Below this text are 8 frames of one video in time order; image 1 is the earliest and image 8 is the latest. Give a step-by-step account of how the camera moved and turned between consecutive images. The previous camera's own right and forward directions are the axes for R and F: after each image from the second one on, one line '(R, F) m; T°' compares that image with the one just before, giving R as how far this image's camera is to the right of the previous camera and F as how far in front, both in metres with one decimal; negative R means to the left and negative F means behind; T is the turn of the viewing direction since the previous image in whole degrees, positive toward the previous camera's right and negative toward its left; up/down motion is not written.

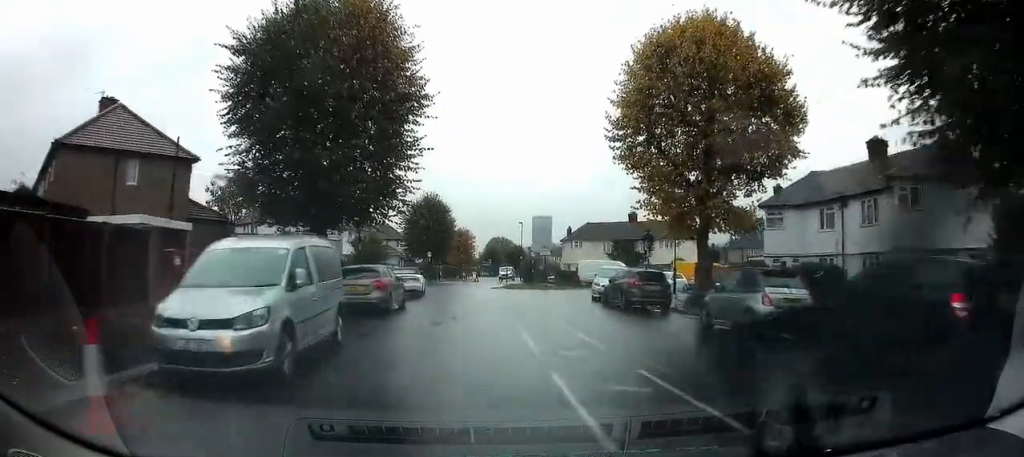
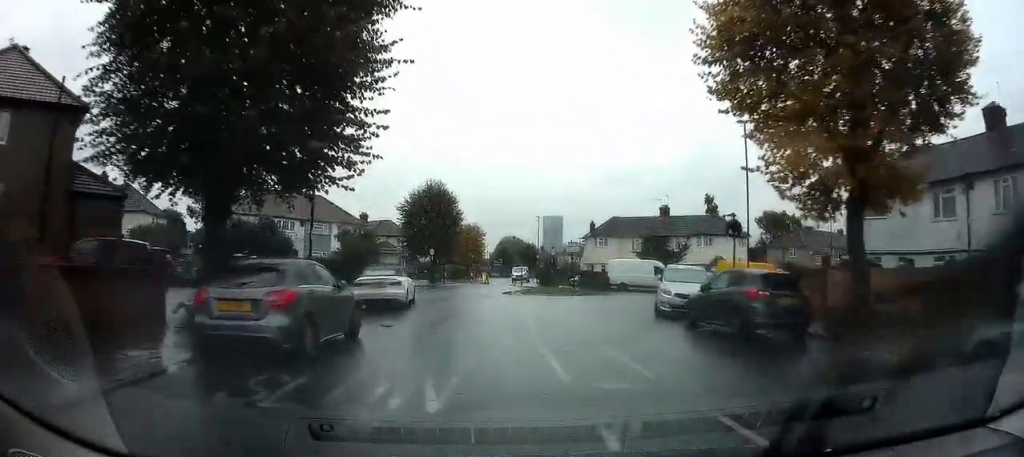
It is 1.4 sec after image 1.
(+0.2, +8.9) m; +5°
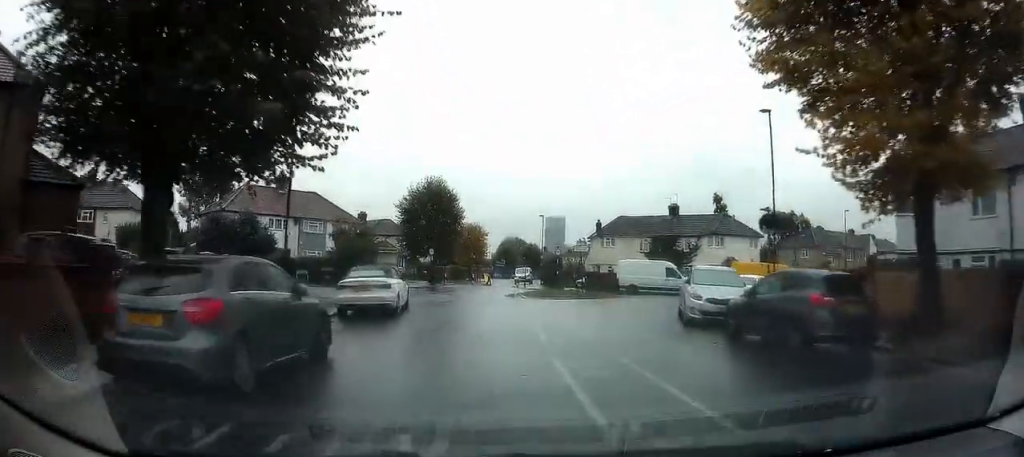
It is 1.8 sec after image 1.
(+0.2, +2.4) m; 0°
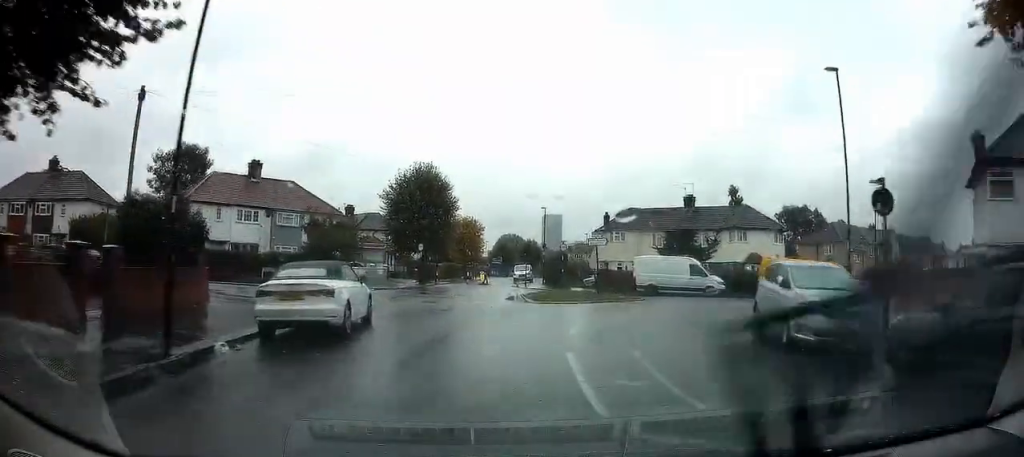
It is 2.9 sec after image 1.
(-0.1, +5.9) m; -7°
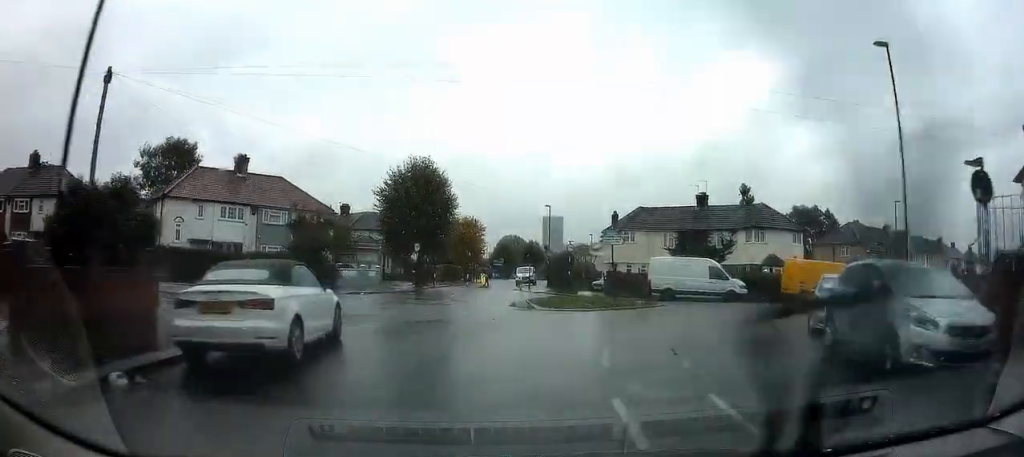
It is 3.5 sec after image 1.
(-0.2, +3.3) m; -4°
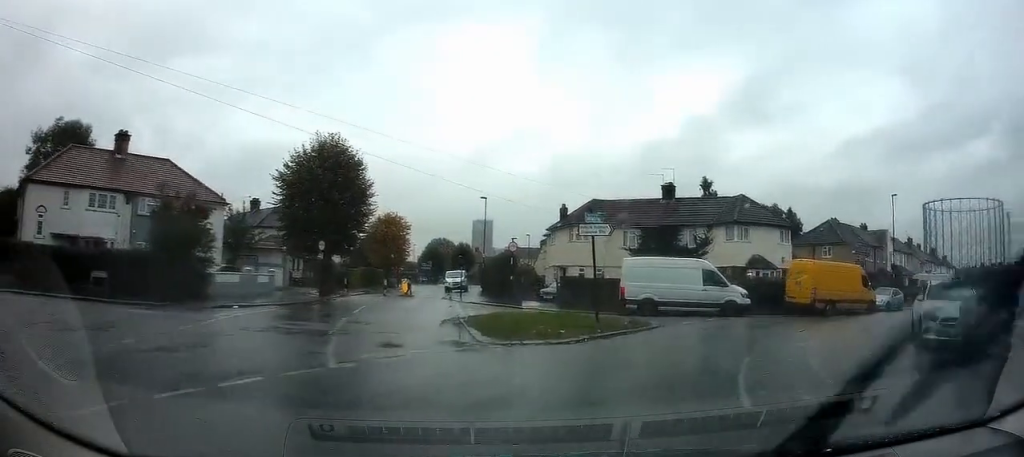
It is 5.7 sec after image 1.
(+0.3, +9.0) m; +12°
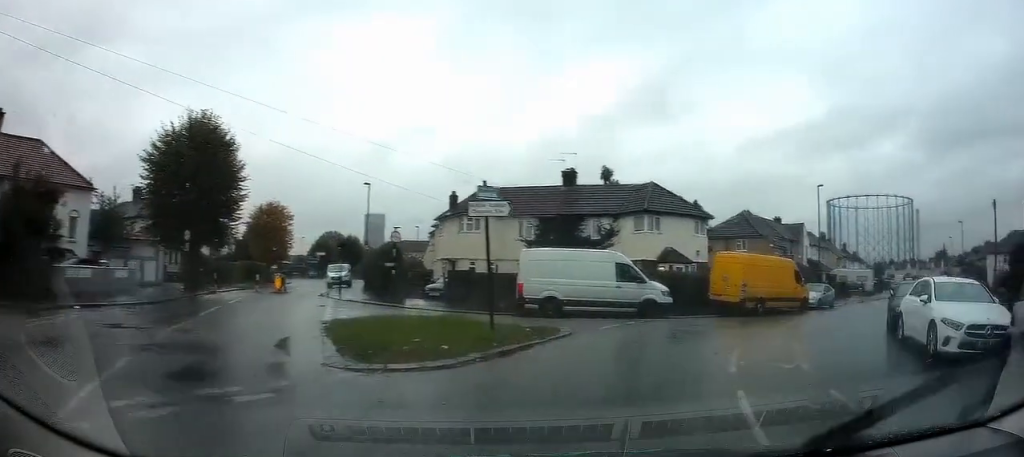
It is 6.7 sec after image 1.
(+0.4, +3.8) m; +14°
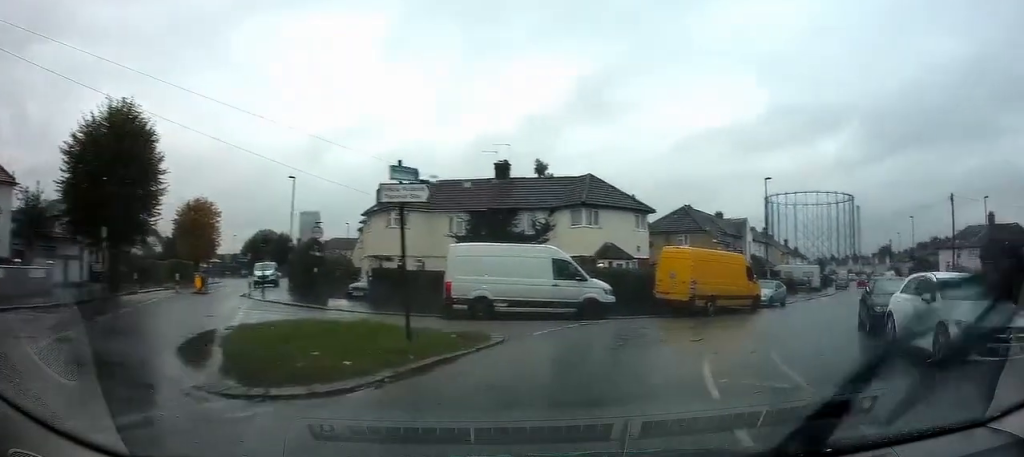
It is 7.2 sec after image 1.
(+0.3, +2.0) m; +7°
